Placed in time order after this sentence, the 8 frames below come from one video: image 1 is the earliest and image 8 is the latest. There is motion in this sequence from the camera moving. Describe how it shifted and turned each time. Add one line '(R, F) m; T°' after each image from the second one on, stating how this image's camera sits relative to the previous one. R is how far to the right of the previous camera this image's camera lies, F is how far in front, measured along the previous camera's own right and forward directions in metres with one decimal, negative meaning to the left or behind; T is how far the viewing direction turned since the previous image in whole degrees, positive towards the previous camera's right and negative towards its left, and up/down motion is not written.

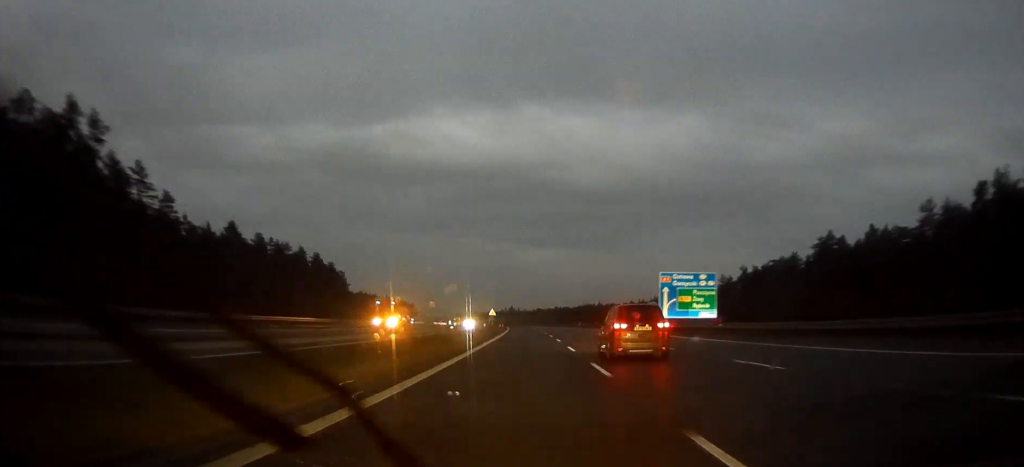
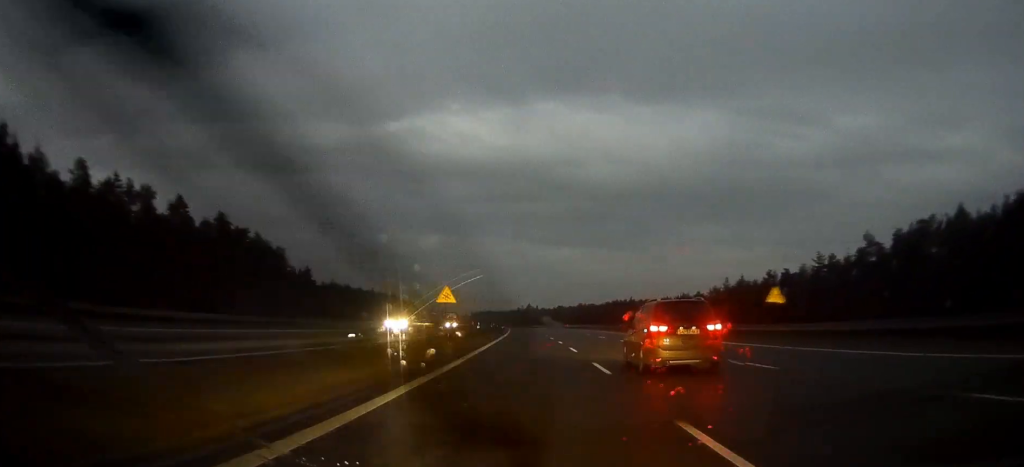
(-0.6, +70.2) m; -1°
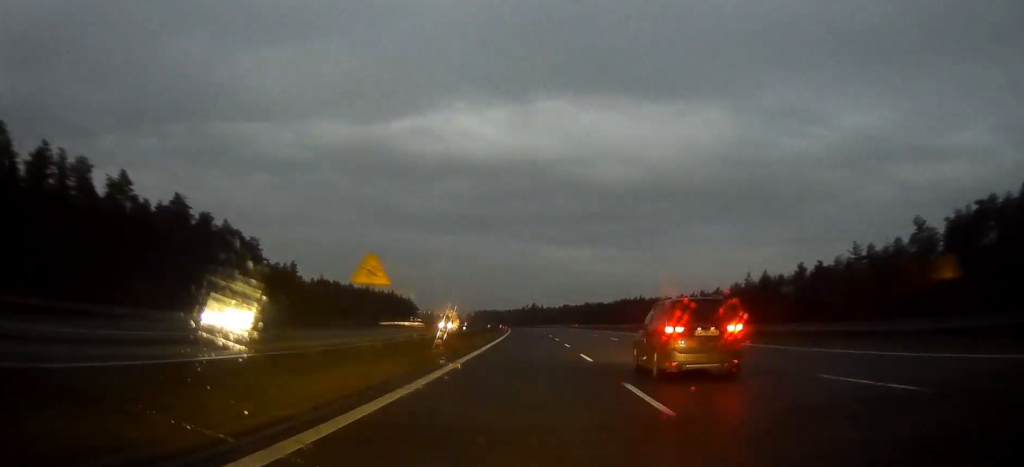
(+0.1, +18.7) m; 0°
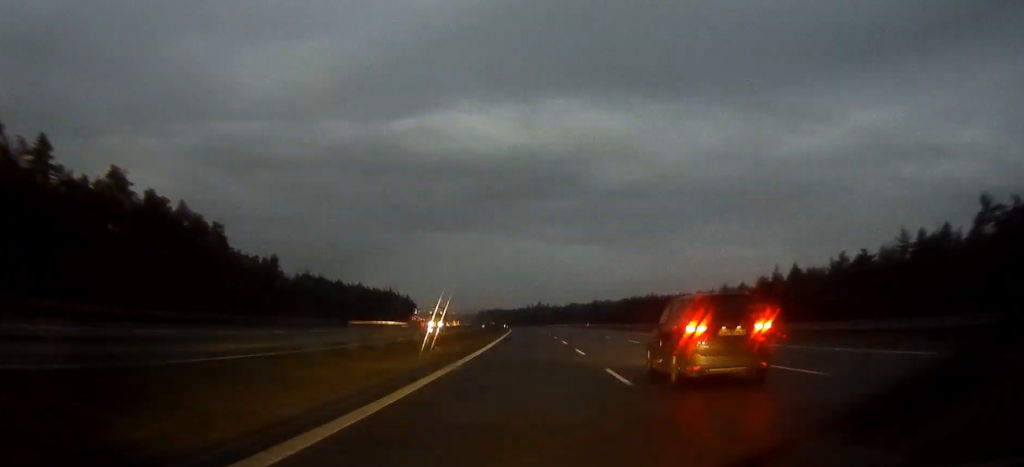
(0.0, +20.2) m; -1°
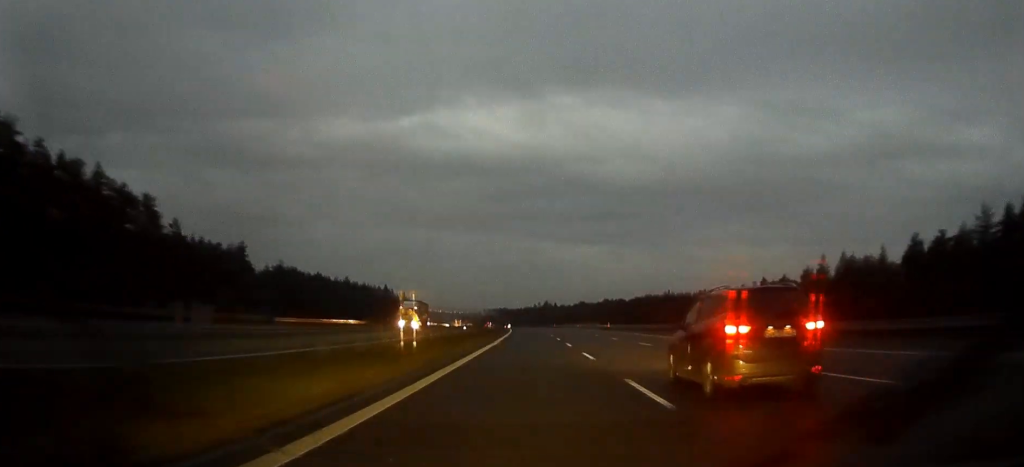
(-0.3, +27.5) m; -1°
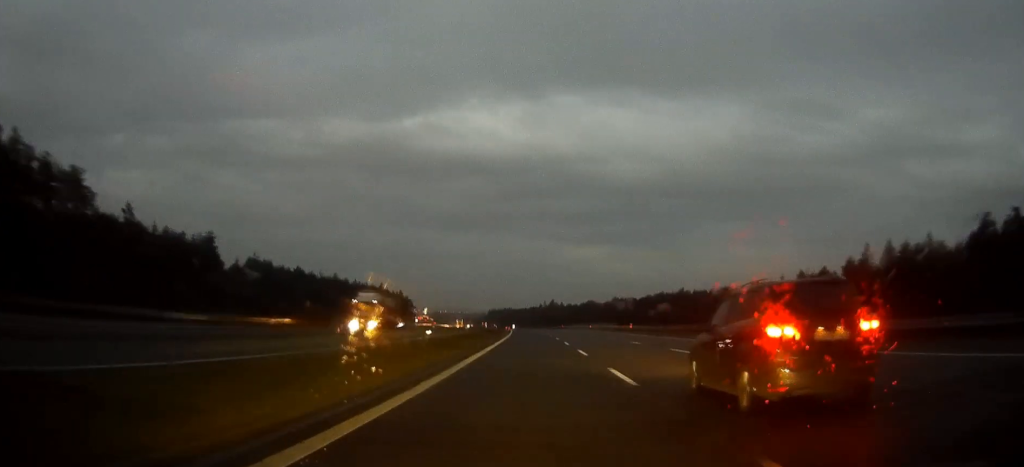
(-0.1, +20.3) m; -1°
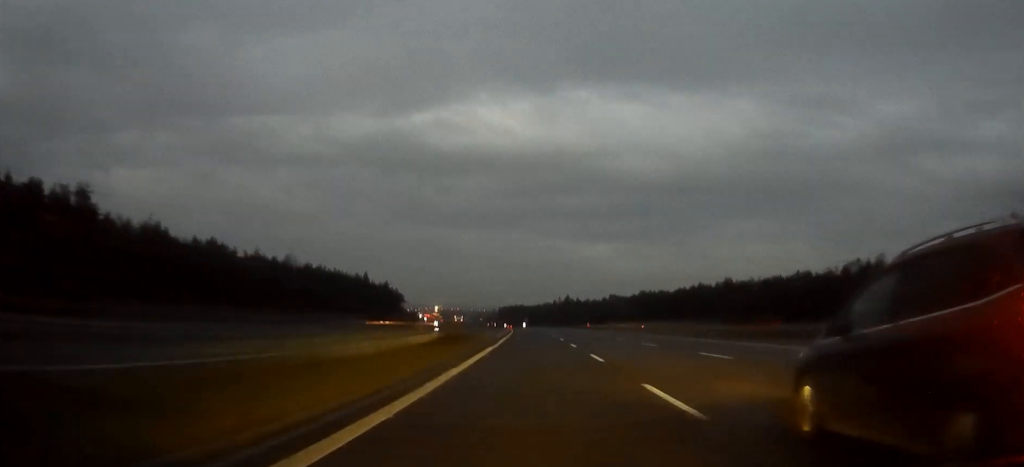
(-0.6, +52.6) m; -1°
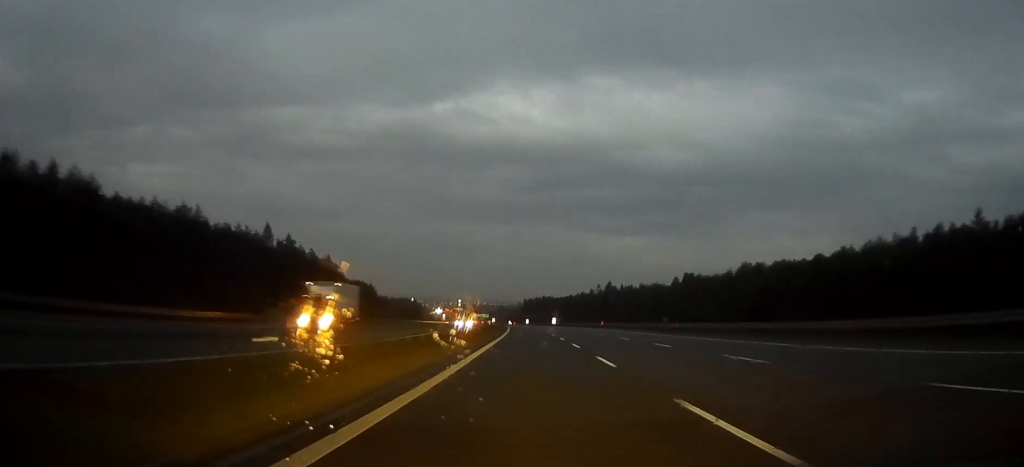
(-2.7, +123.4) m; -2°
